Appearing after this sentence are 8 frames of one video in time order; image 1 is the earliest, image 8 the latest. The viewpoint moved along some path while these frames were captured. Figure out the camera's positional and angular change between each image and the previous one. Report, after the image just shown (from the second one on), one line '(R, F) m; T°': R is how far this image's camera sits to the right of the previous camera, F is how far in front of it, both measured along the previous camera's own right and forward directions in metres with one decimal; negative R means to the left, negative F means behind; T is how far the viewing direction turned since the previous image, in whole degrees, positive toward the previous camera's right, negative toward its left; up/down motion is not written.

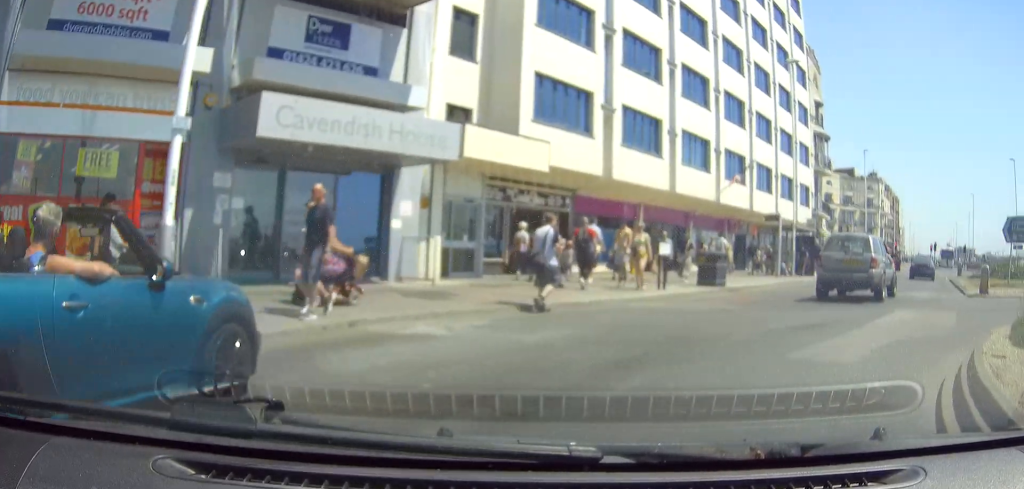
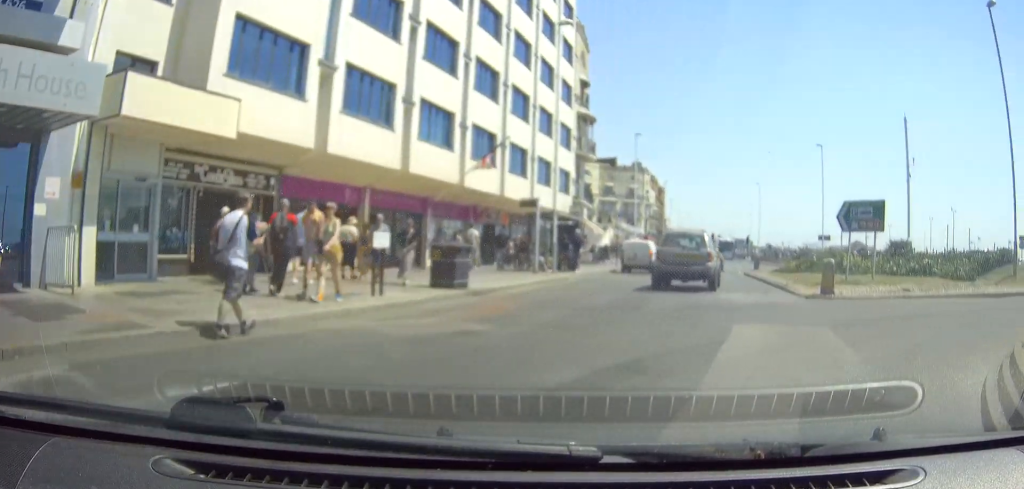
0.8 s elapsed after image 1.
(-0.1, +5.1) m; +9°
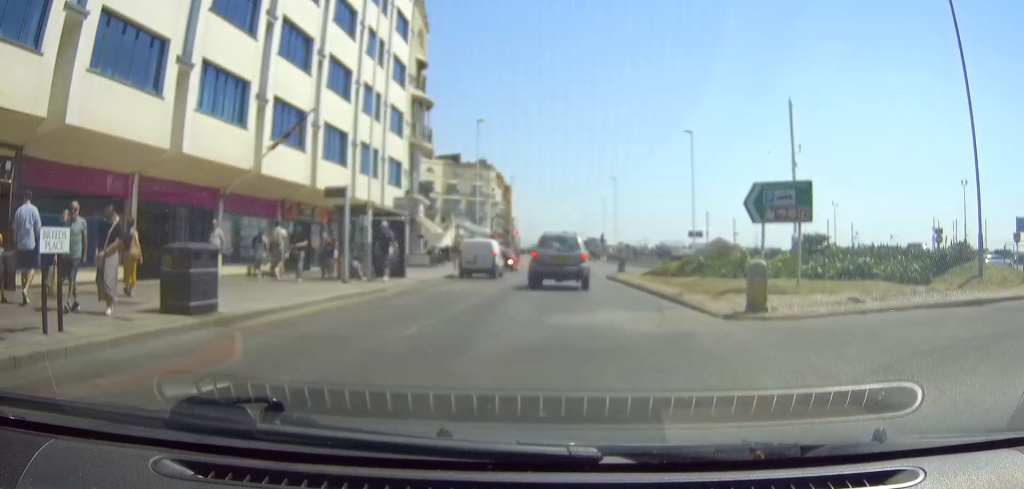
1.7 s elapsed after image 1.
(+0.9, +5.8) m; +9°
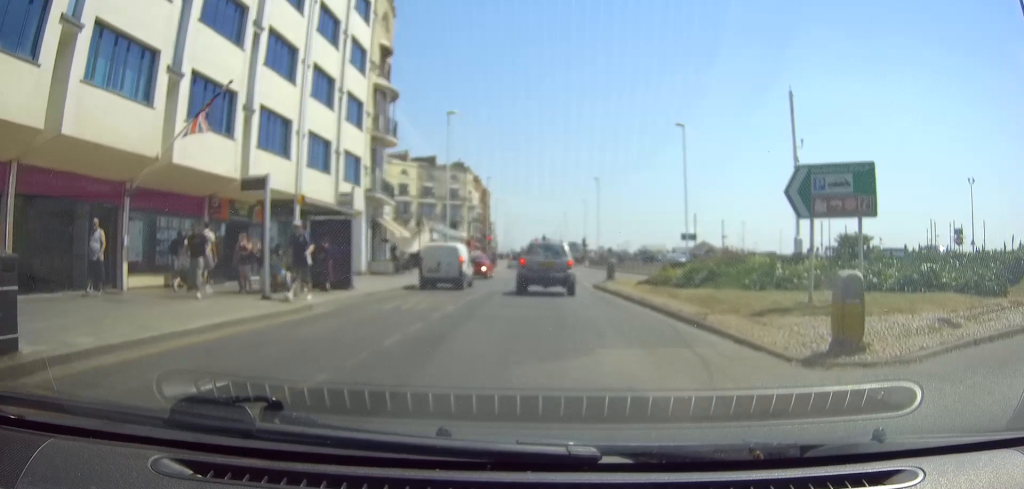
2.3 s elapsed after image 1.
(+0.2, +4.7) m; +4°
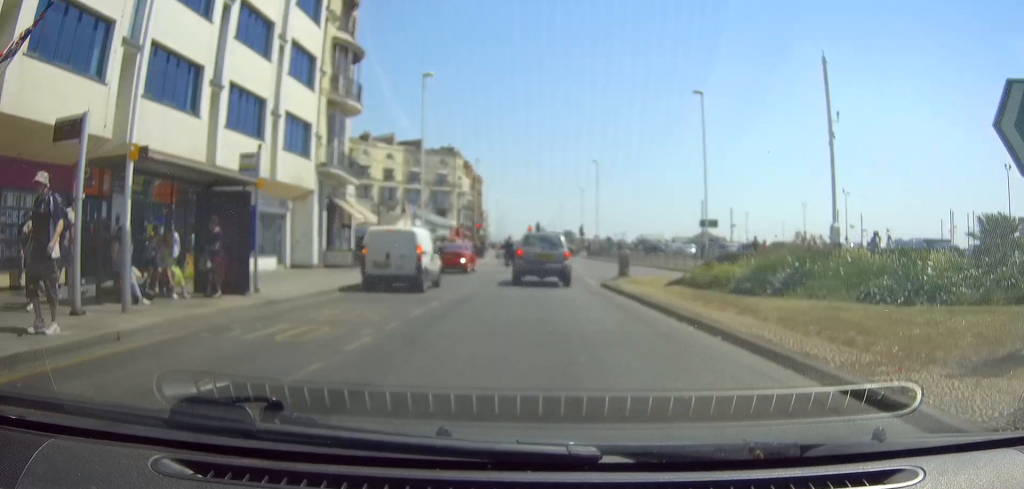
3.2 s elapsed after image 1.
(+0.2, +7.2) m; +3°
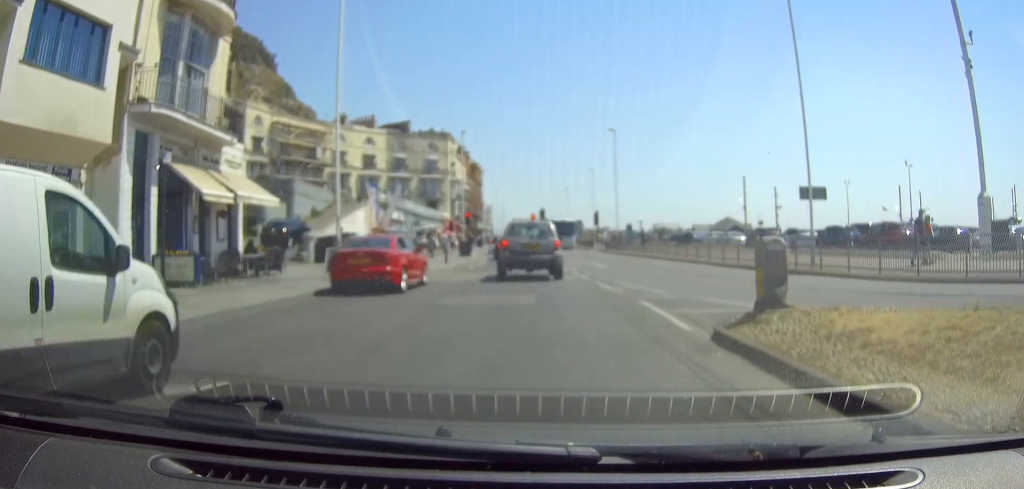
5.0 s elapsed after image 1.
(+0.2, +15.7) m; -1°
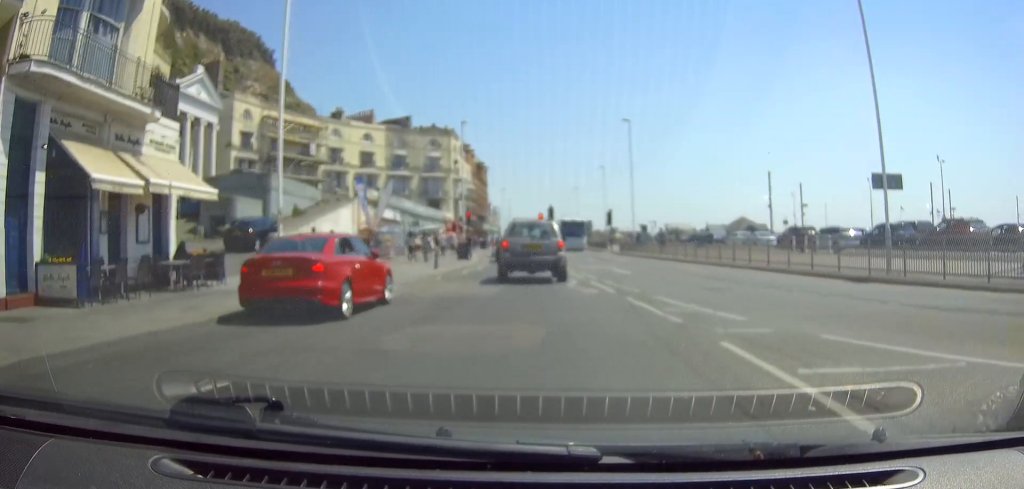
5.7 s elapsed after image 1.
(0.0, +5.3) m; -1°
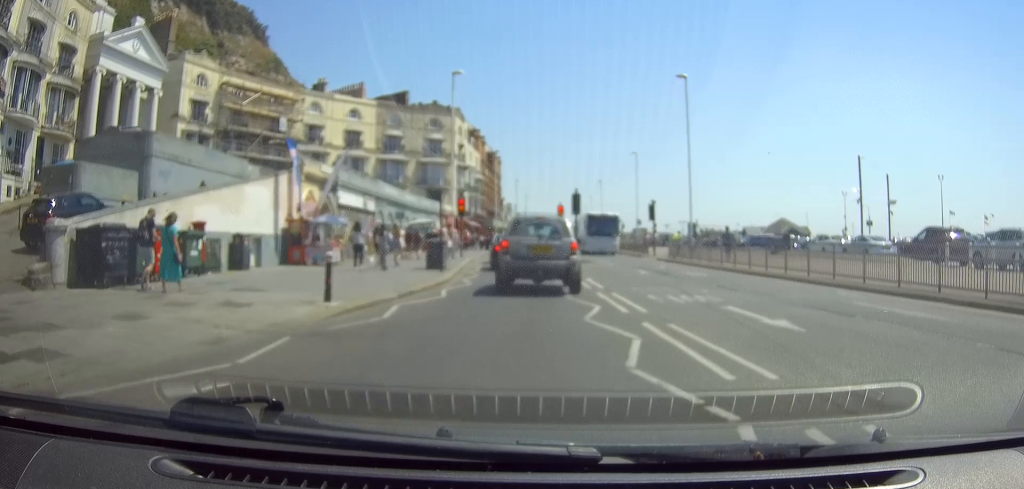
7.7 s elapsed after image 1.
(-0.2, +15.1) m; +3°
